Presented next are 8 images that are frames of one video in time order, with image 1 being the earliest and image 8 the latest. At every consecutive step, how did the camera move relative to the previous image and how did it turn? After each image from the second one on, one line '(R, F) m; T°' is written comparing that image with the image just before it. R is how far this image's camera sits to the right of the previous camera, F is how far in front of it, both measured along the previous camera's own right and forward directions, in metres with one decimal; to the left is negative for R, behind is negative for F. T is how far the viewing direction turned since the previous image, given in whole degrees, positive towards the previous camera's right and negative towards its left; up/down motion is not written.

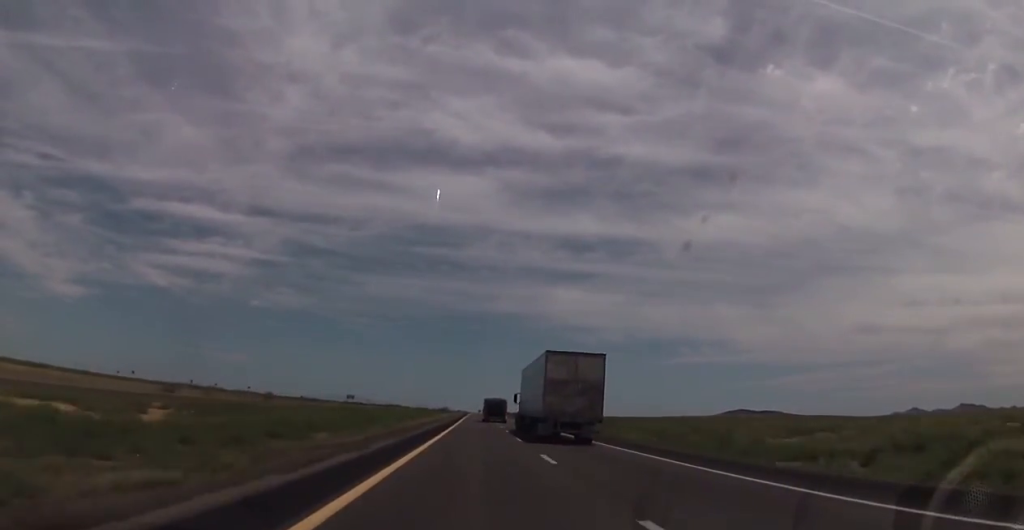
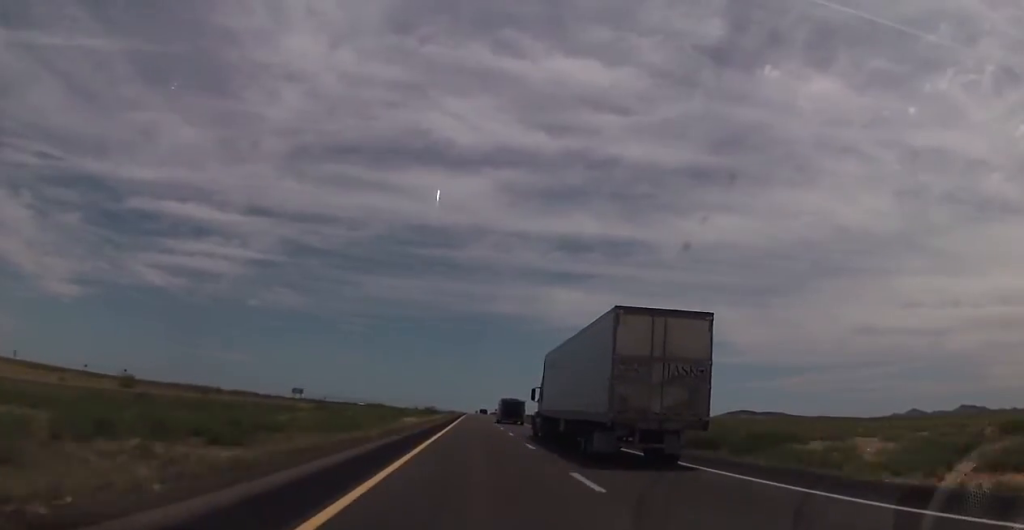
(+0.1, +90.9) m; 0°
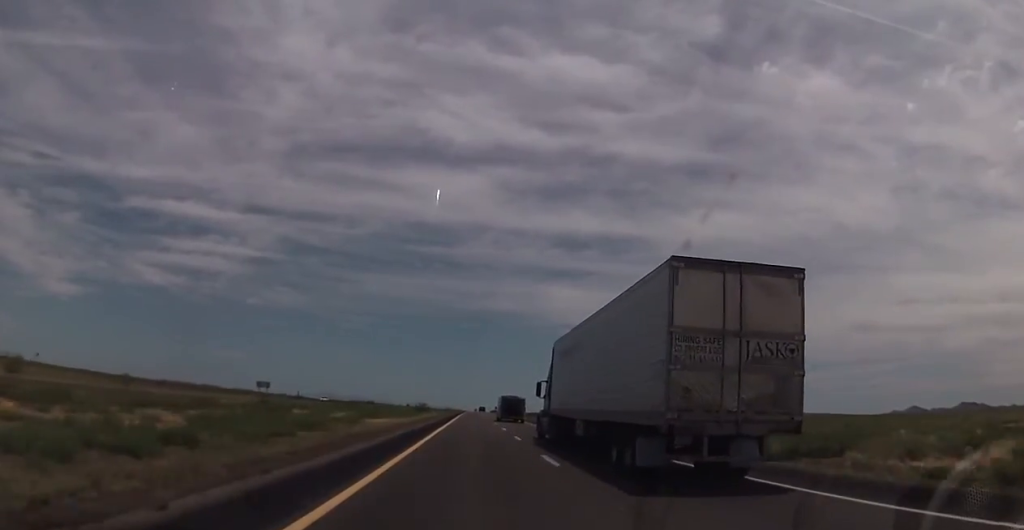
(+0.1, +32.8) m; 0°
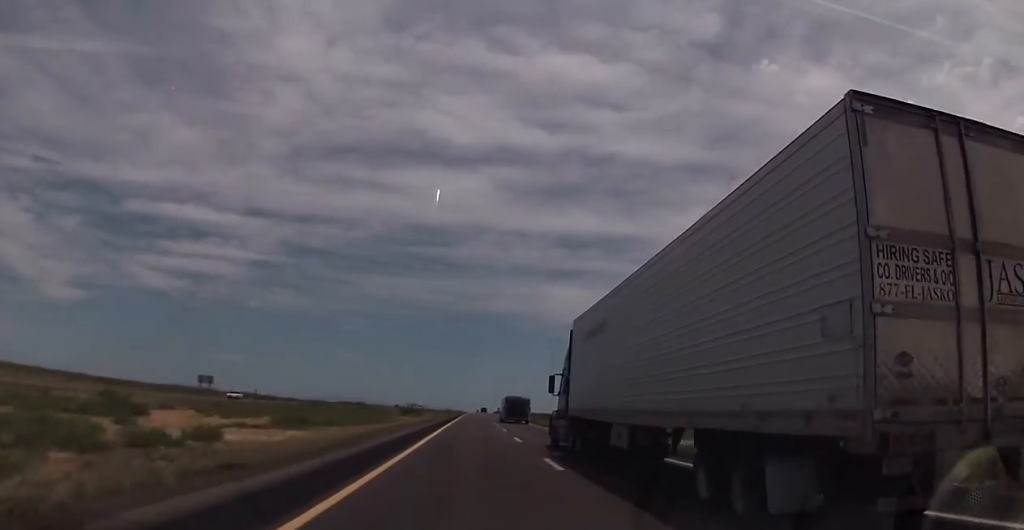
(-0.1, +39.0) m; -1°
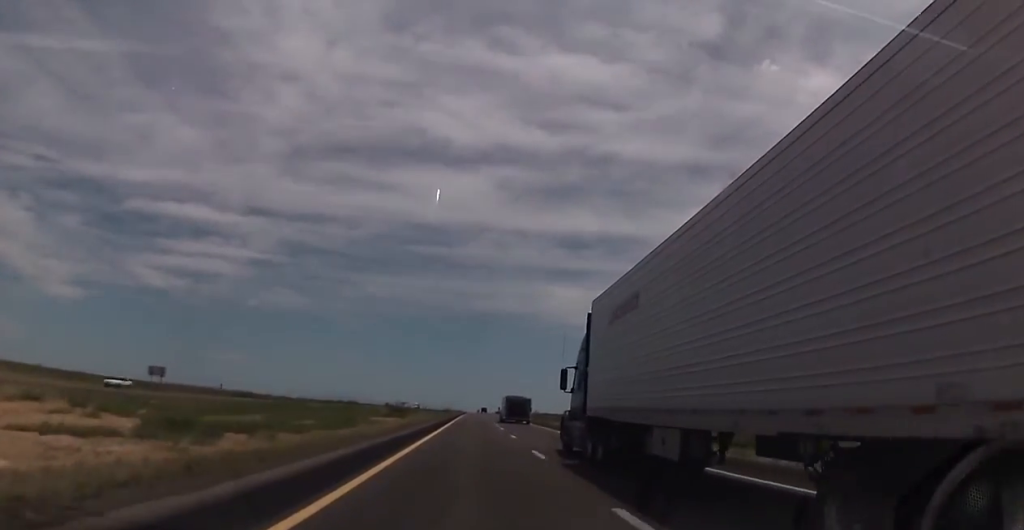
(-0.2, +20.7) m; 0°
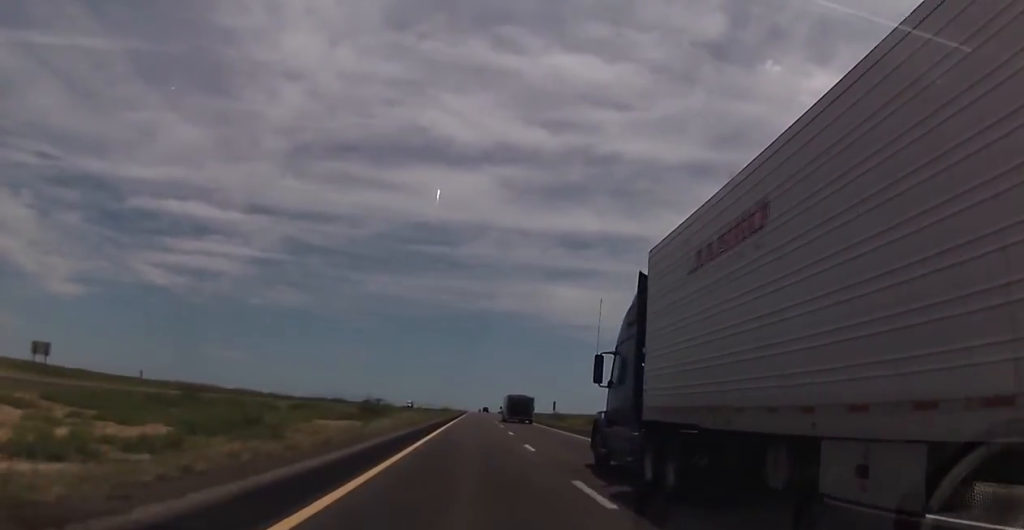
(0.0, +30.7) m; 0°
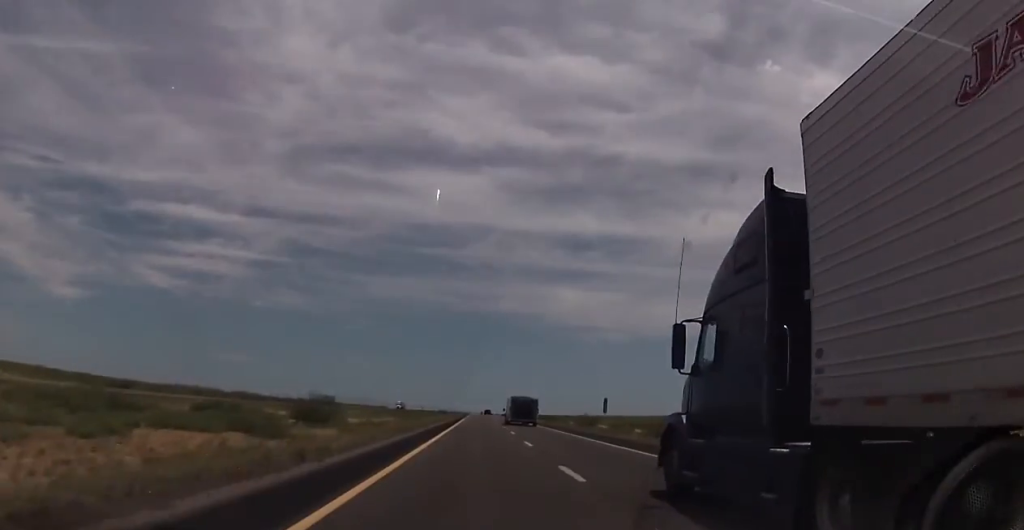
(+0.1, +29.8) m; 0°
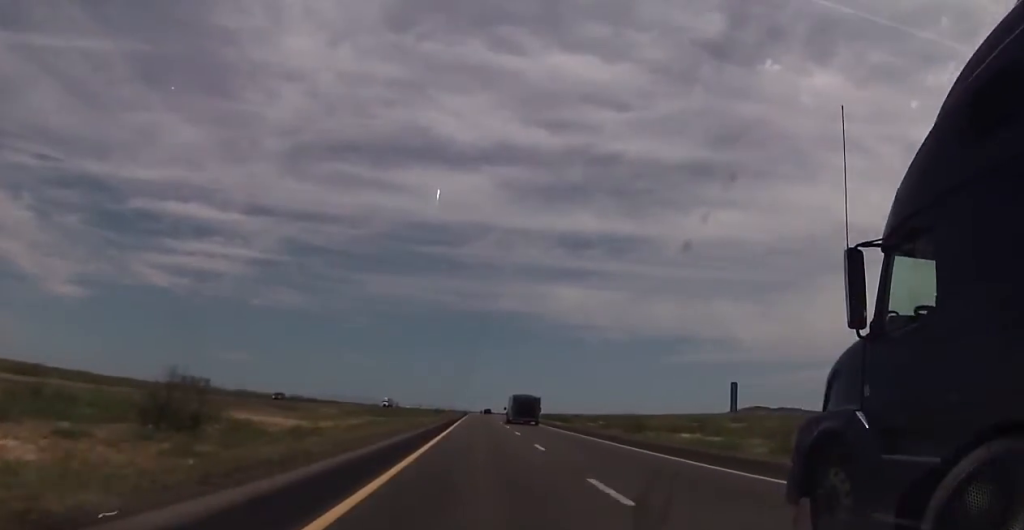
(0.0, +25.8) m; 0°
